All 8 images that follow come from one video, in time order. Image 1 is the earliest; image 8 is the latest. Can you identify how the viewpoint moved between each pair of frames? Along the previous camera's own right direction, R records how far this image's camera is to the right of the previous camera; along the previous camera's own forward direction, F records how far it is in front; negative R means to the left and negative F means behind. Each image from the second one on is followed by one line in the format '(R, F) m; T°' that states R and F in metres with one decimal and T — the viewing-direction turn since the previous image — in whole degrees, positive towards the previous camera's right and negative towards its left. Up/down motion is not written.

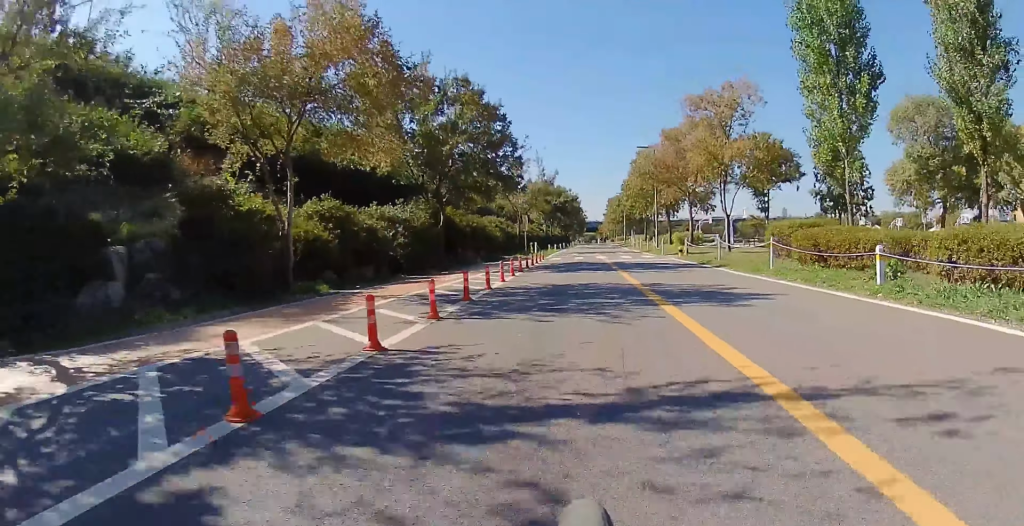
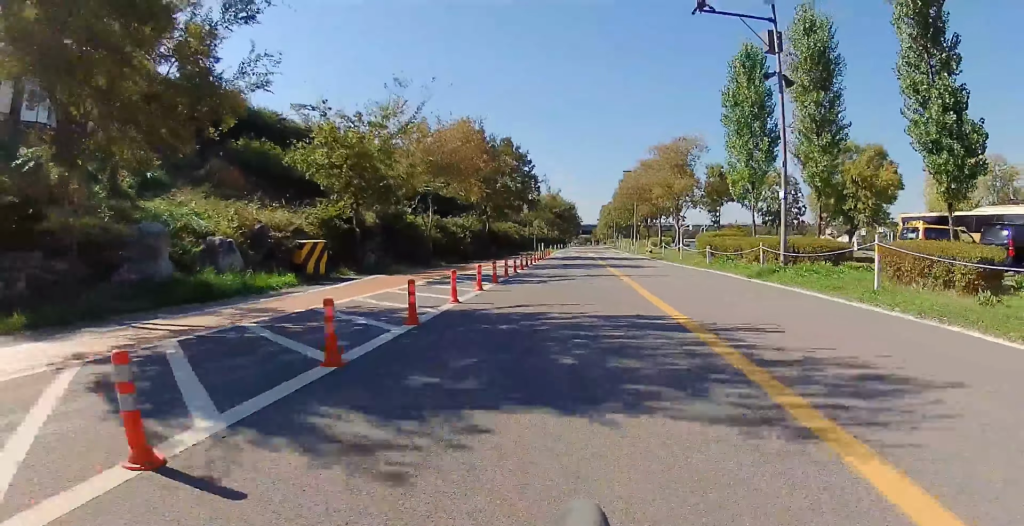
(0.0, +10.9) m; -2°
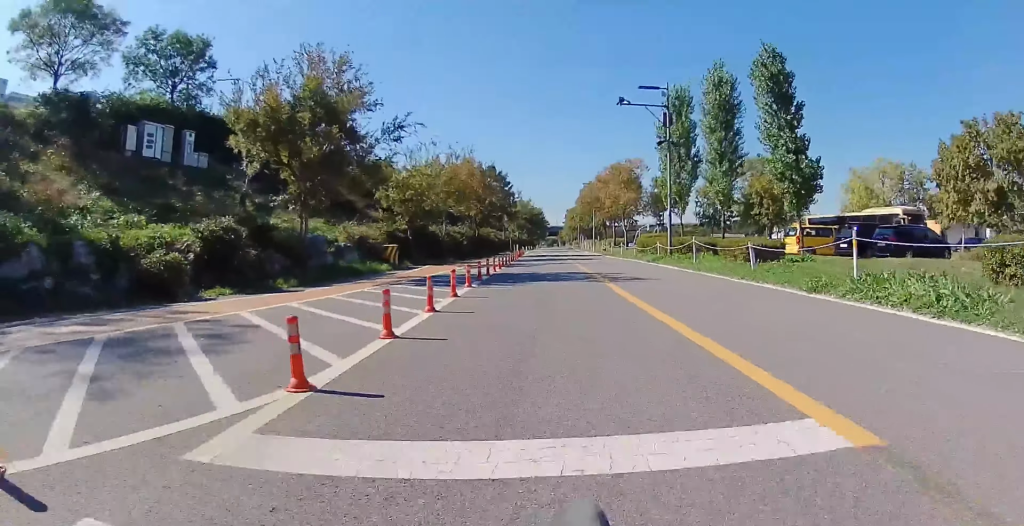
(-0.4, +9.0) m; -2°
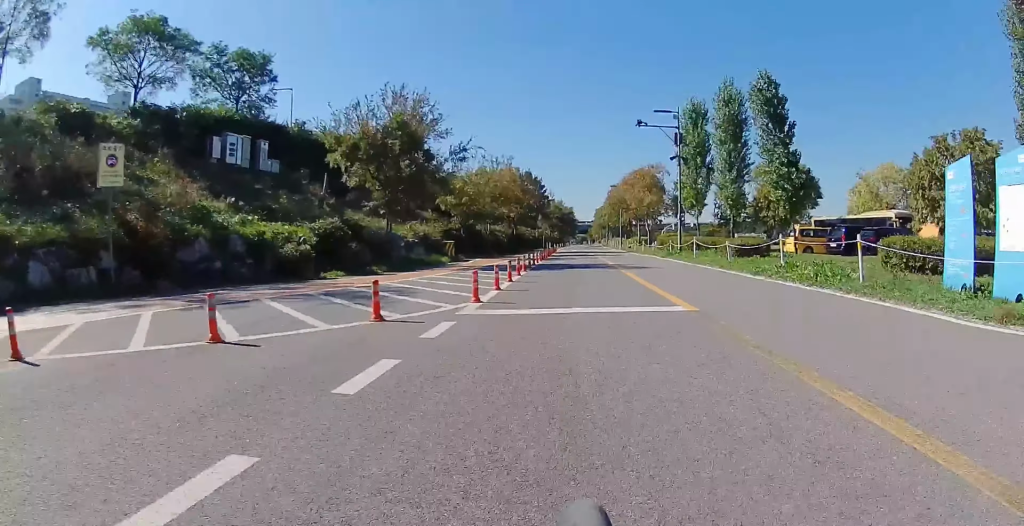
(-0.1, +4.6) m; +5°
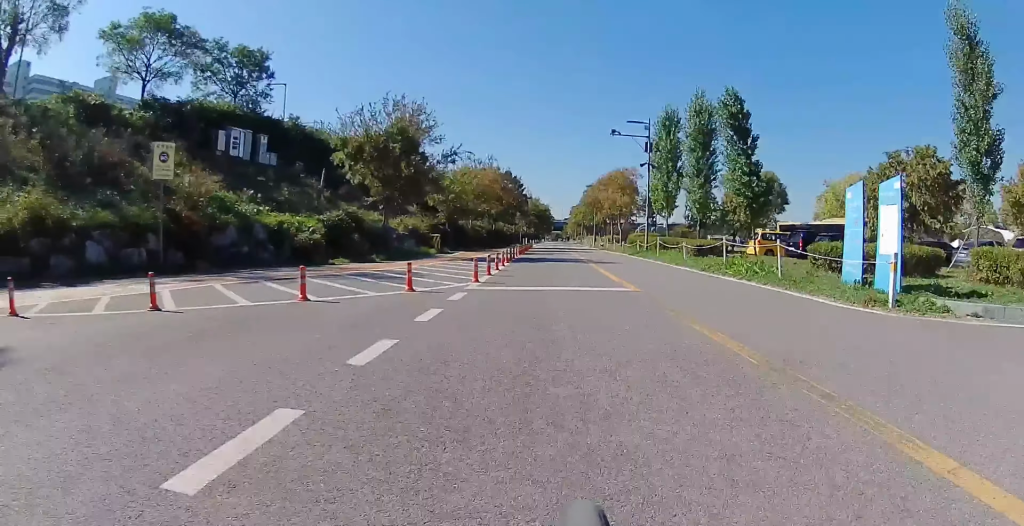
(+0.3, +2.4) m; +2°
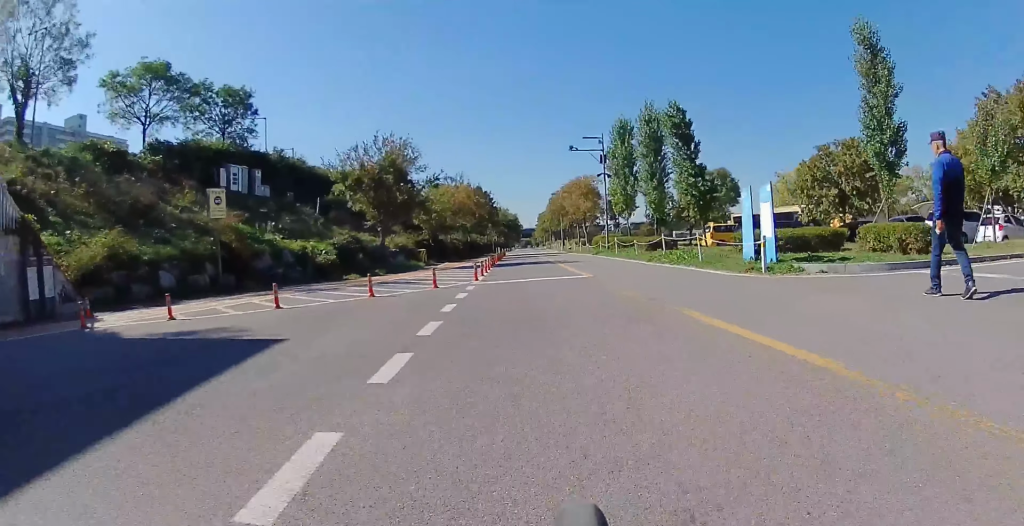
(+0.3, +3.9) m; +4°
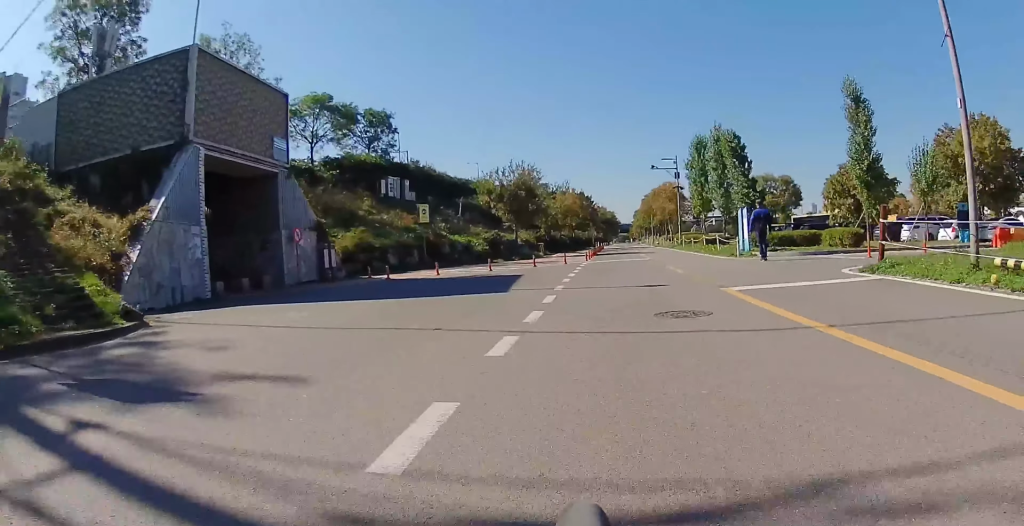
(-0.9, +9.6) m; -7°
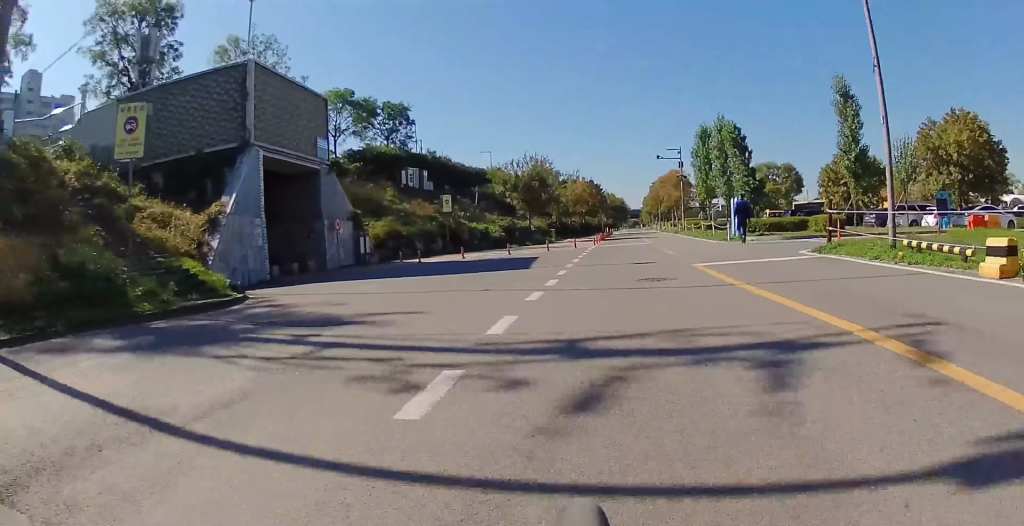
(-0.1, +2.7) m; -1°
